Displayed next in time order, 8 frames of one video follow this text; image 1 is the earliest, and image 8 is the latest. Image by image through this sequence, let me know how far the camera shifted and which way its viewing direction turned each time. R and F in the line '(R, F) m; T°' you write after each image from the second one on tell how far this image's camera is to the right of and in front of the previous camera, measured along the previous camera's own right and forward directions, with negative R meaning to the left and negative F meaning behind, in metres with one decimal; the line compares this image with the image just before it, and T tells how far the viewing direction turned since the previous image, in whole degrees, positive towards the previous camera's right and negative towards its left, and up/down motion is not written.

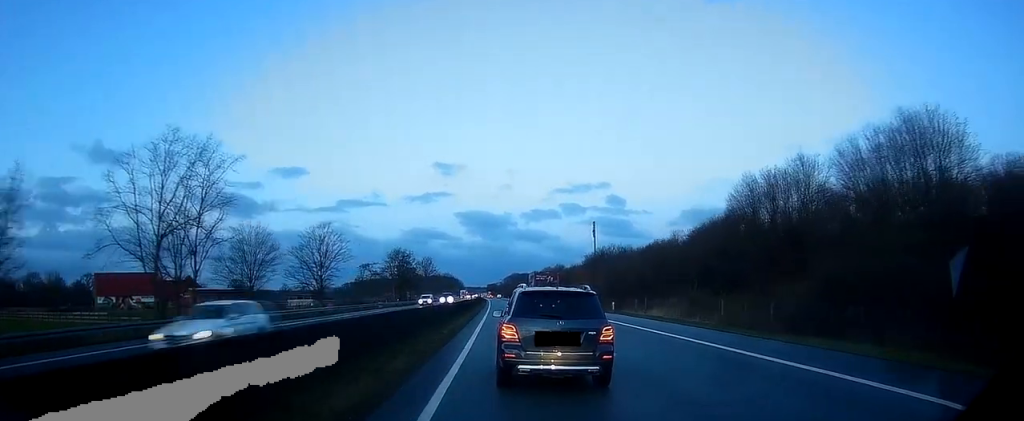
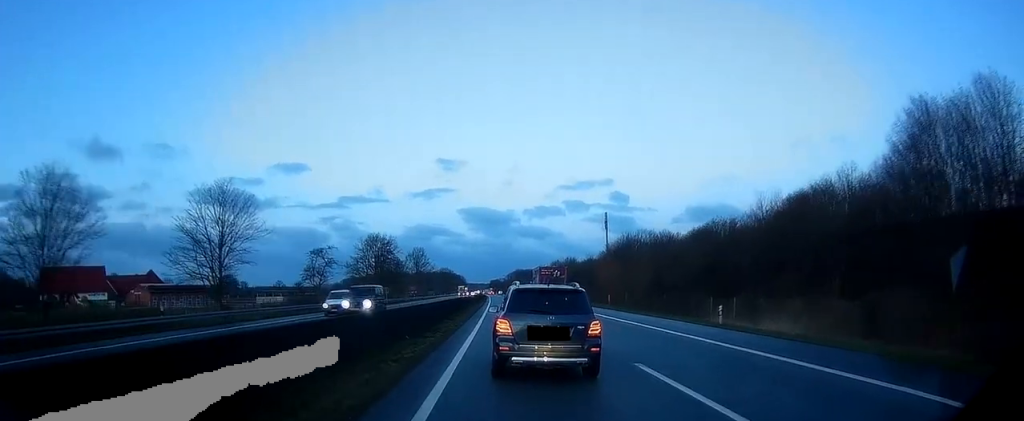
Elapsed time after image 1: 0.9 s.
(0.0, +27.9) m; 0°
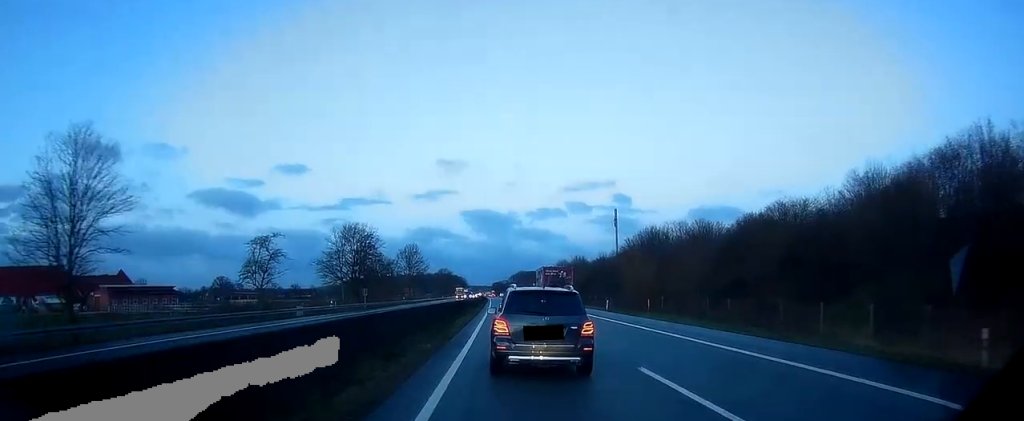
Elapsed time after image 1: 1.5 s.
(0.0, +18.8) m; -1°
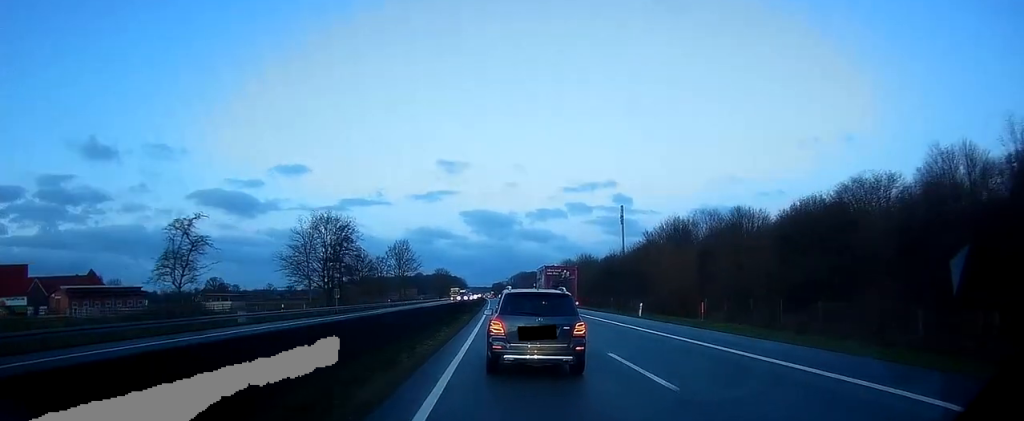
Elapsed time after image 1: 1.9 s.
(0.0, +15.1) m; -1°
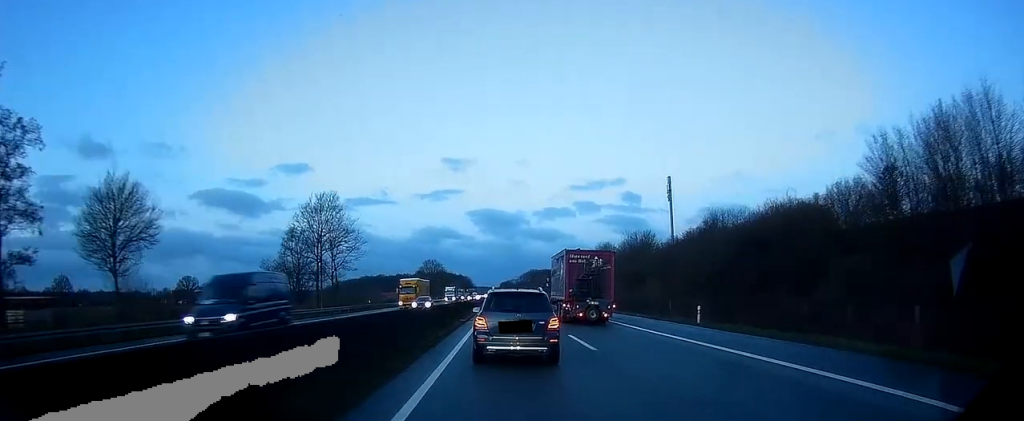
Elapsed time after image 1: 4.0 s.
(-1.9, +67.0) m; -1°
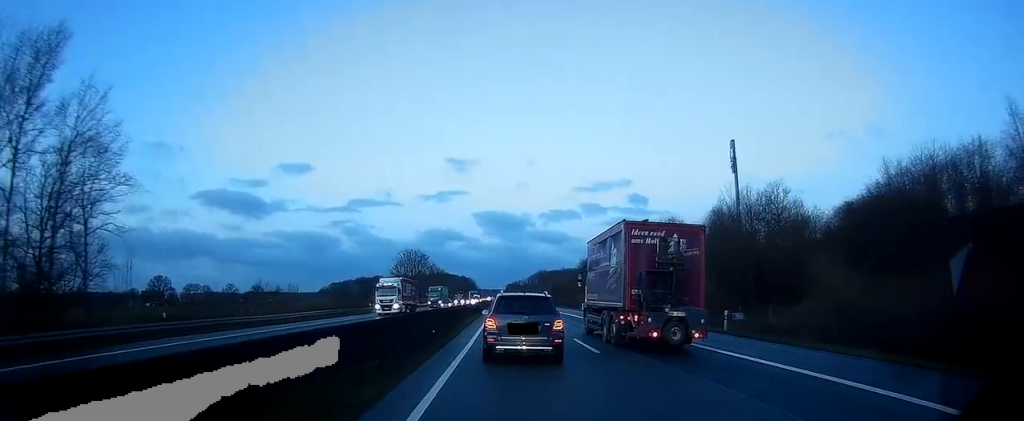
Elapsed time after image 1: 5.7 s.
(+0.8, +54.7) m; +1°
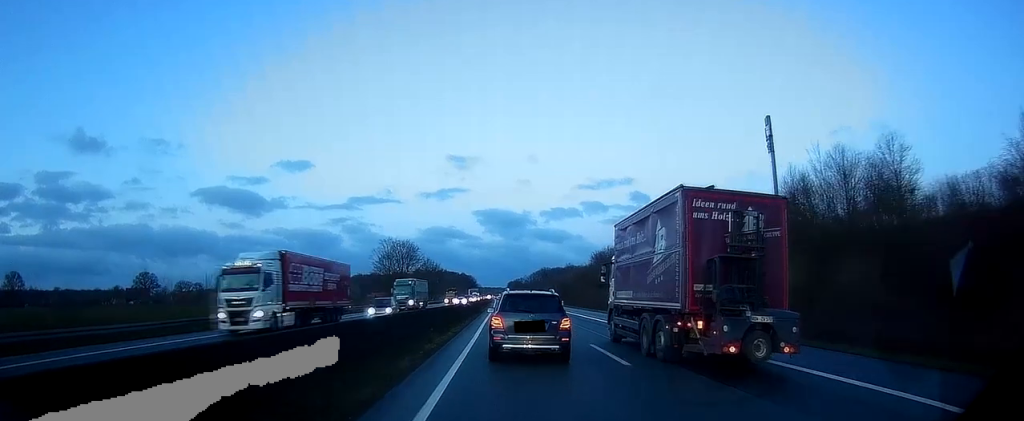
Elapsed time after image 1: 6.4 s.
(+0.1, +21.4) m; 0°
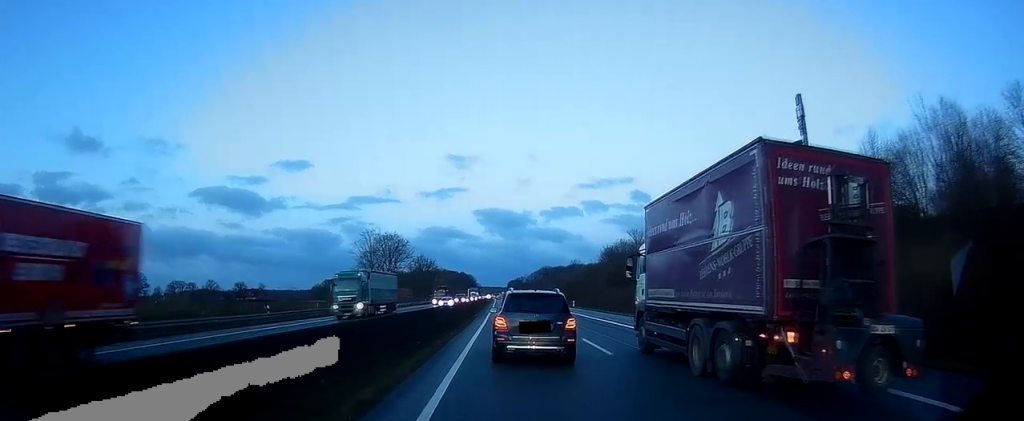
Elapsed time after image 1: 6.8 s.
(0.0, +15.4) m; 0°
